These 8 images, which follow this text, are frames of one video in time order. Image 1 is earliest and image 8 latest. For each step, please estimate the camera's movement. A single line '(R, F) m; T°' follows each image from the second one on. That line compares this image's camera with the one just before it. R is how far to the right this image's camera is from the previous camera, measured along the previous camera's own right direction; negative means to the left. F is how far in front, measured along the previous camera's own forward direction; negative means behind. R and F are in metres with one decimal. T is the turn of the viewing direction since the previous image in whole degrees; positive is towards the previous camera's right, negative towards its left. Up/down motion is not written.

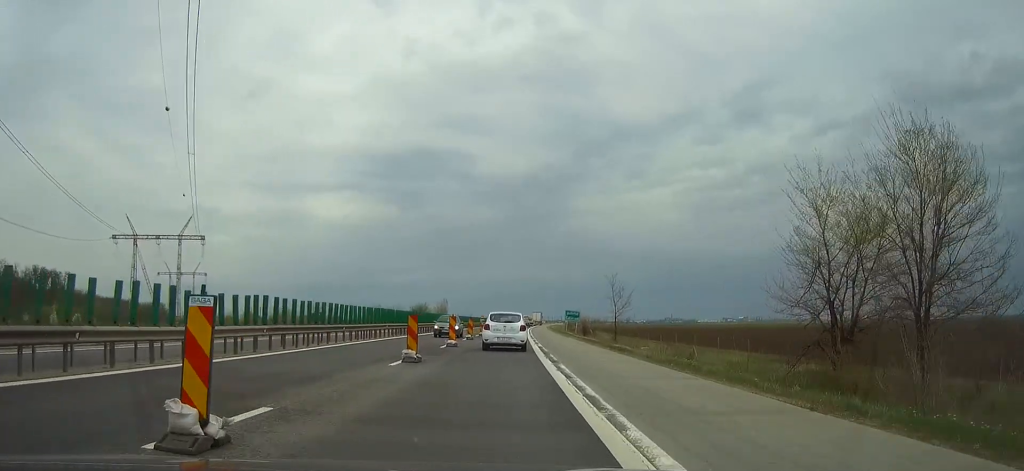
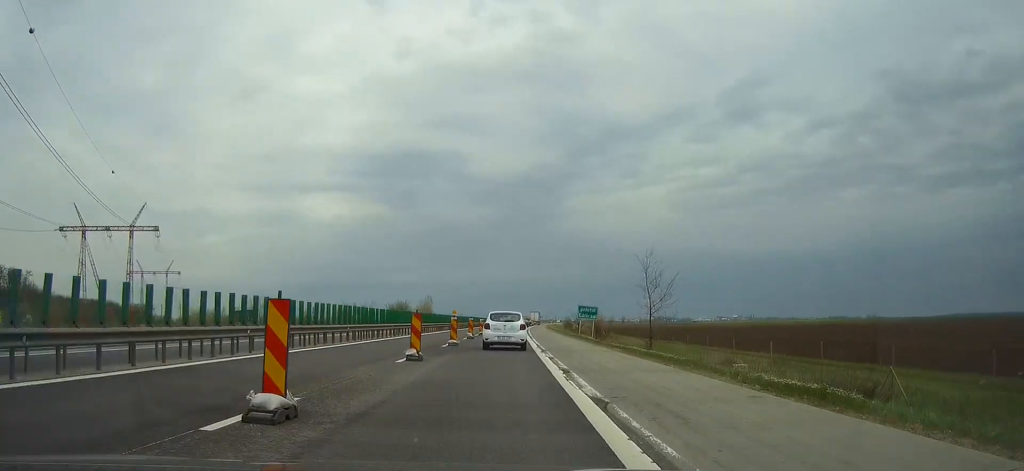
(0.0, +22.2) m; 0°
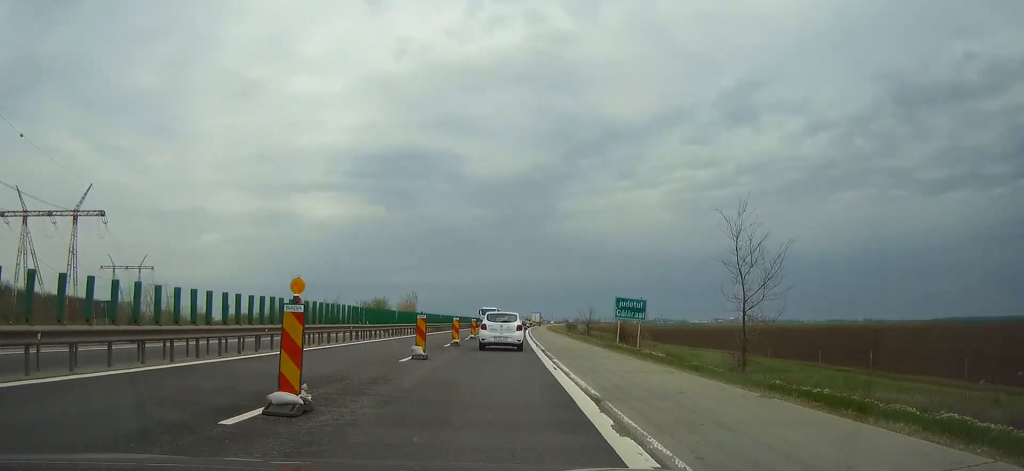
(0.0, +23.7) m; 0°
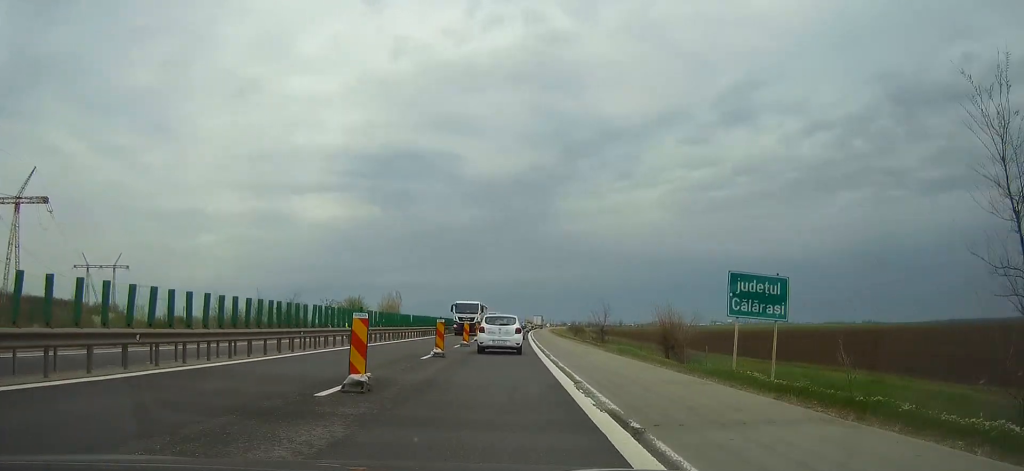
(0.0, +20.6) m; 0°
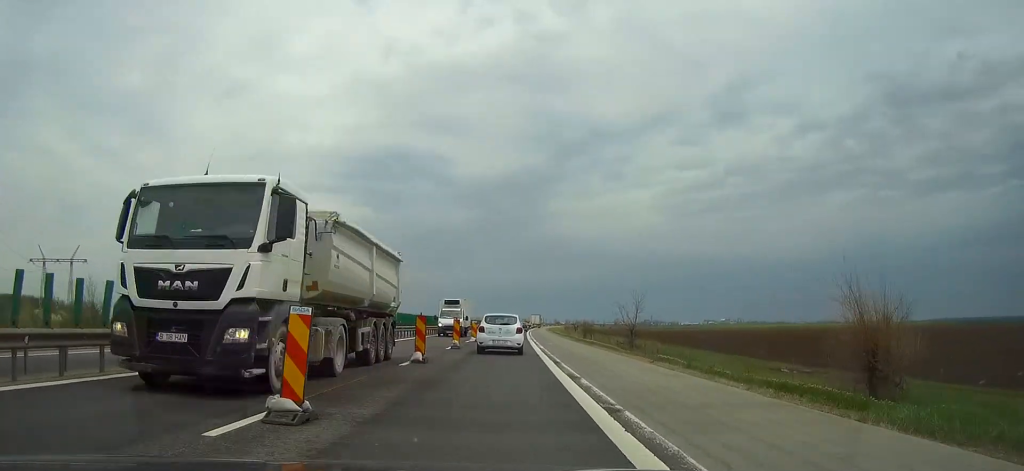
(0.0, +28.1) m; 0°
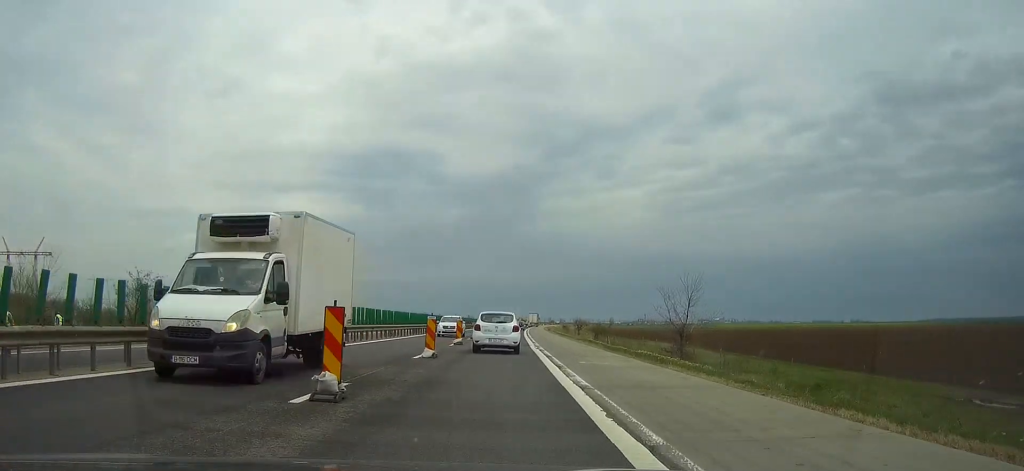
(+0.1, +21.2) m; +1°
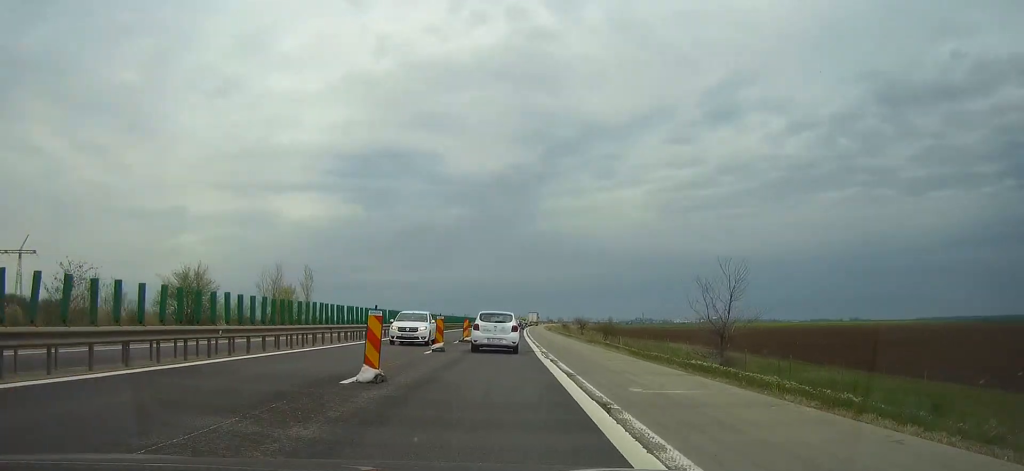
(+0.2, +9.0) m; +1°
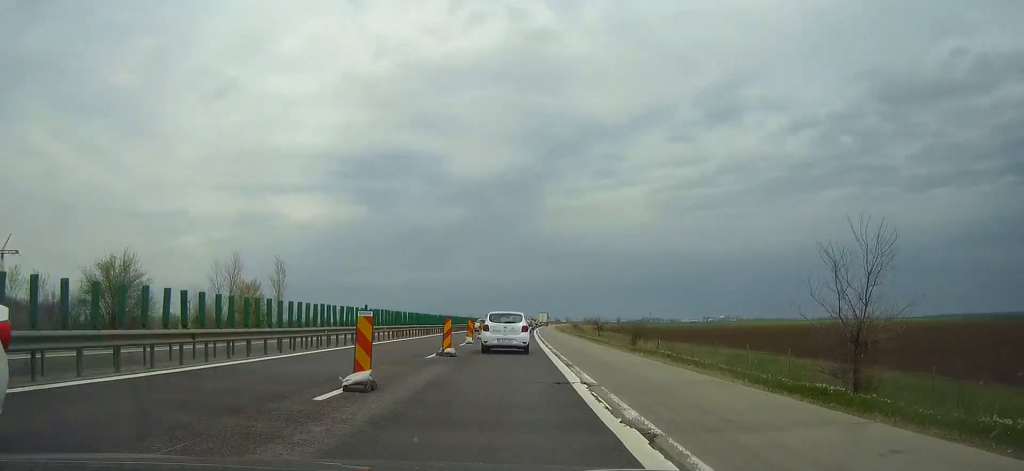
(+0.2, +14.3) m; +1°
